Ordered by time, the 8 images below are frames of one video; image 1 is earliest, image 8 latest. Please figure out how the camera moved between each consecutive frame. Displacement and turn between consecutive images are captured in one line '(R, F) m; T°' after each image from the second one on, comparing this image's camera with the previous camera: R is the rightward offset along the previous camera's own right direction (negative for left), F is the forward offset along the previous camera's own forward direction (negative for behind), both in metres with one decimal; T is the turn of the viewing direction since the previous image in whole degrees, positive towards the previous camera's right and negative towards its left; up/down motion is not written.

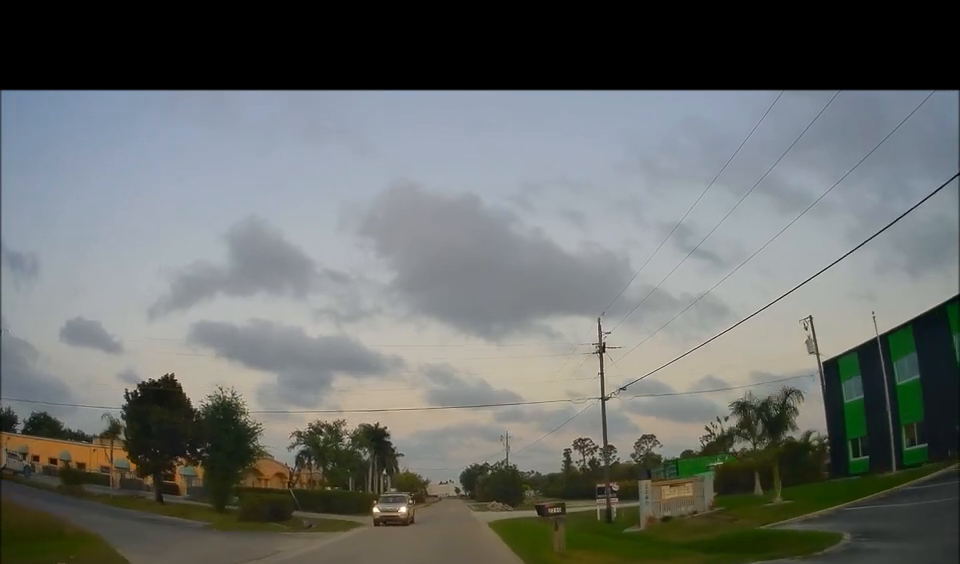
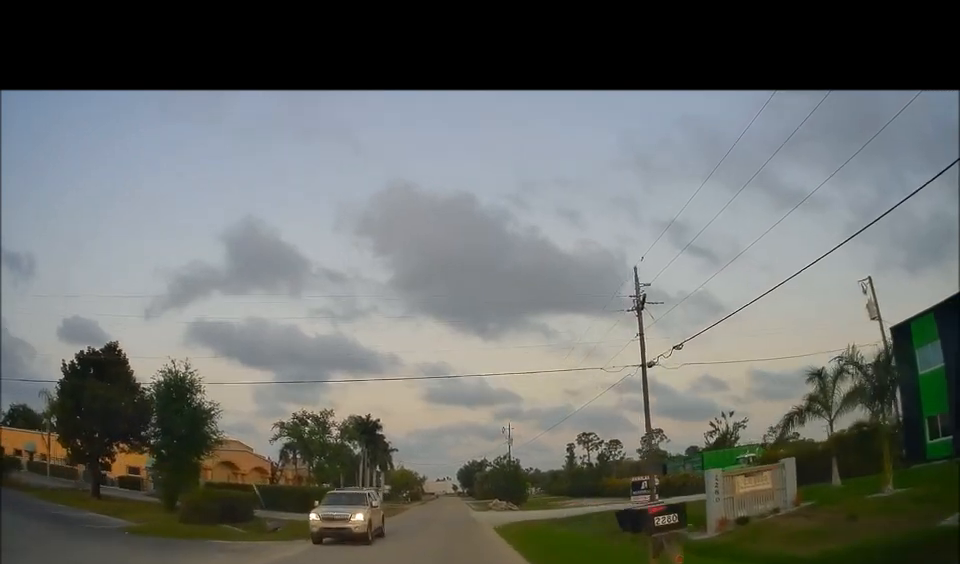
(0.0, +6.7) m; 0°
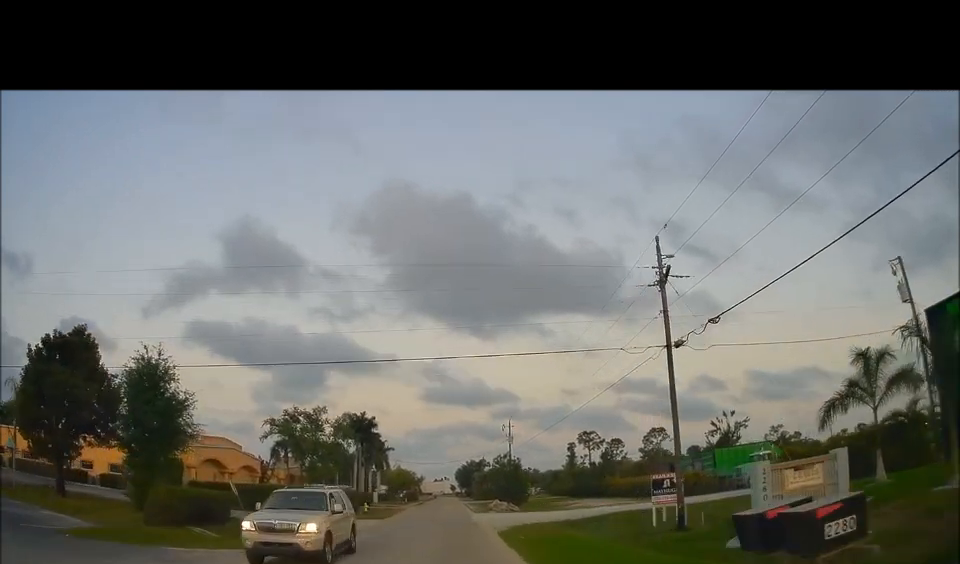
(0.0, +3.0) m; 0°
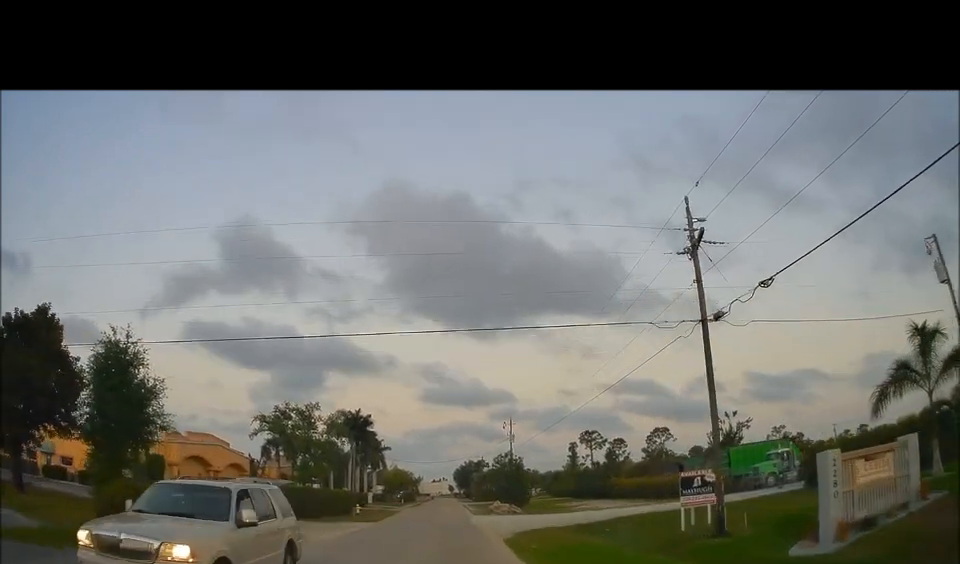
(0.0, +3.1) m; 0°
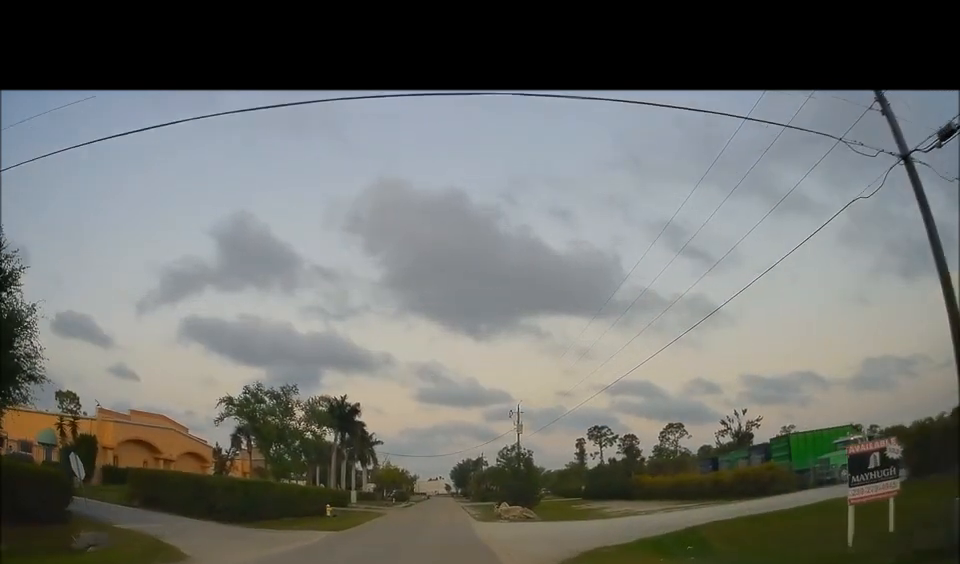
(0.0, +9.4) m; +4°
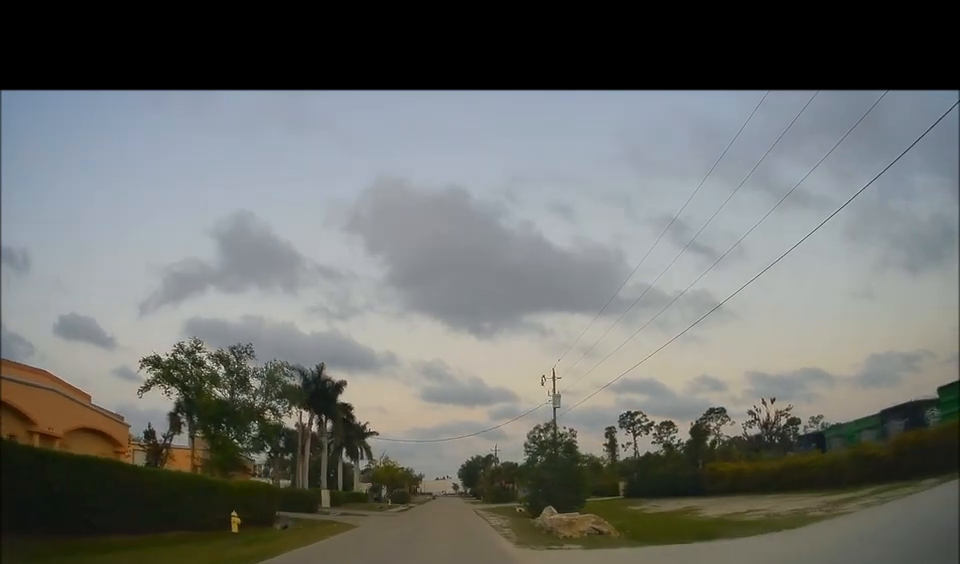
(0.0, +15.4) m; -4°
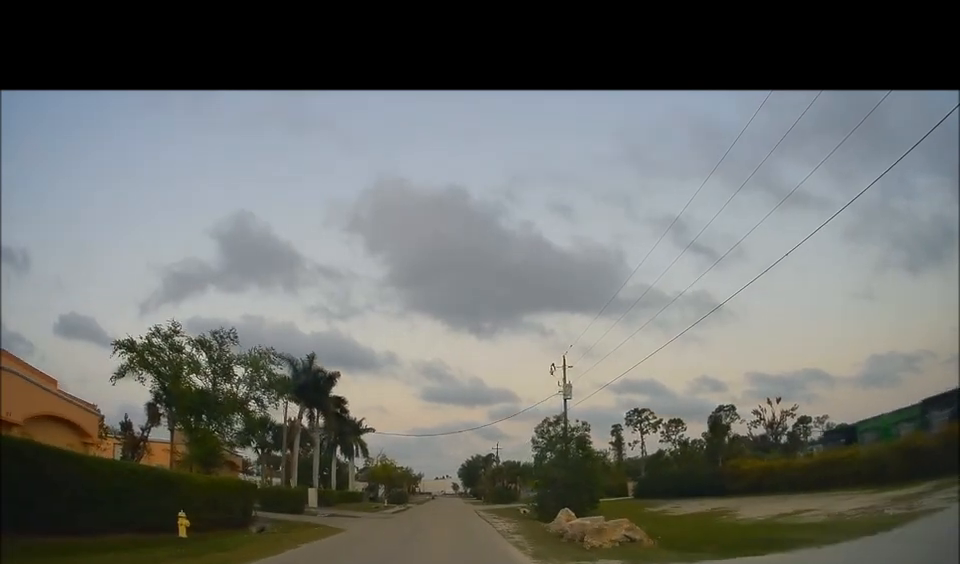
(0.0, +3.7) m; 0°
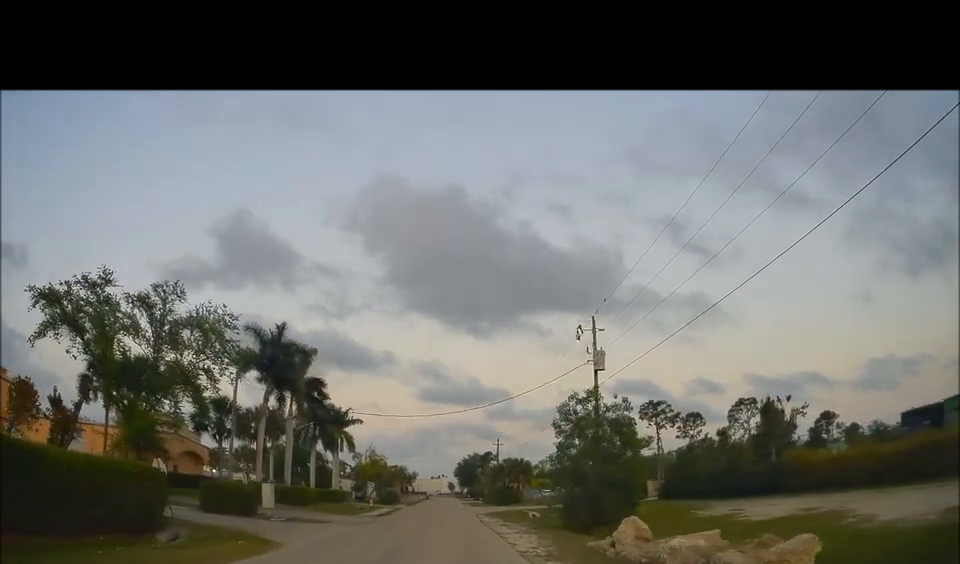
(0.0, +8.6) m; 0°
